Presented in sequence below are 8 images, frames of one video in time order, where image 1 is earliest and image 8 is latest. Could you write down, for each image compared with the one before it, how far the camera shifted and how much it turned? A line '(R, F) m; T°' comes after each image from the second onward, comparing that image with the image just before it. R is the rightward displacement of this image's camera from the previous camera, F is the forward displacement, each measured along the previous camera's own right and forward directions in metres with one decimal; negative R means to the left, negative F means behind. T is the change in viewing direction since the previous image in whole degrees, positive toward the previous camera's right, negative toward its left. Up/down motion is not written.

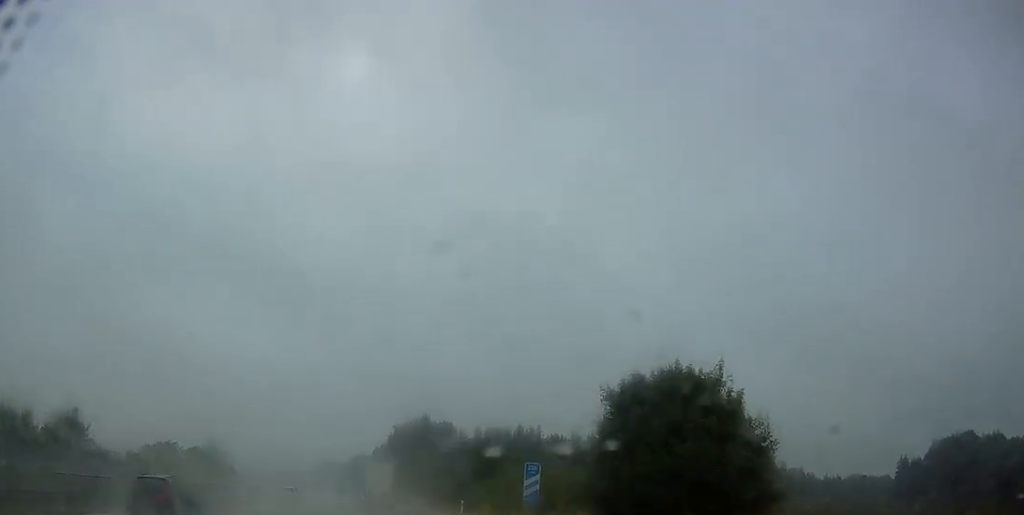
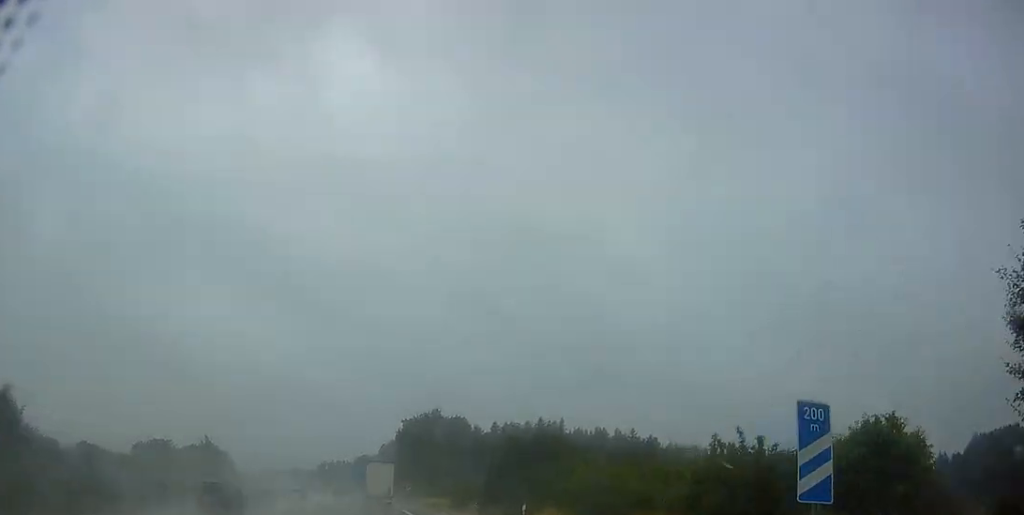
(+0.2, +19.7) m; -1°
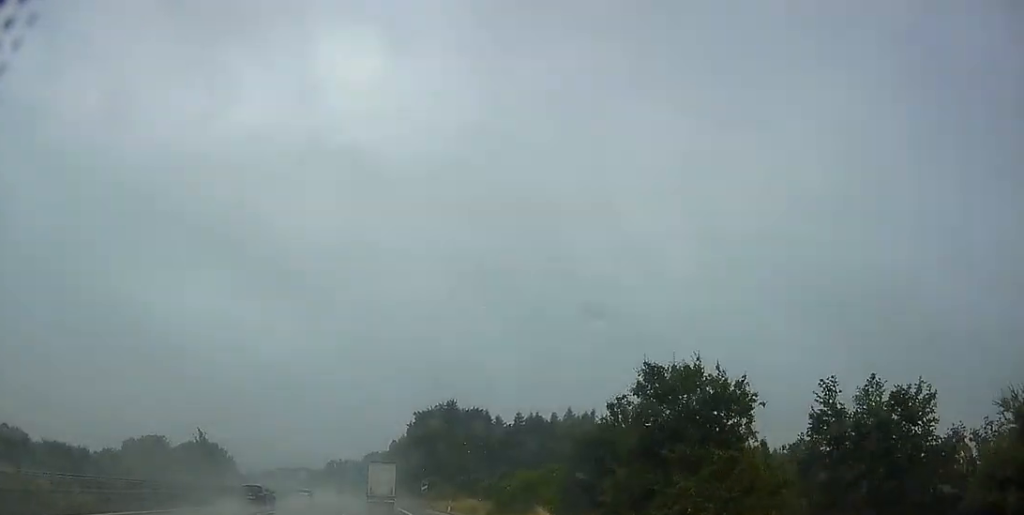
(-0.5, +22.2) m; -1°
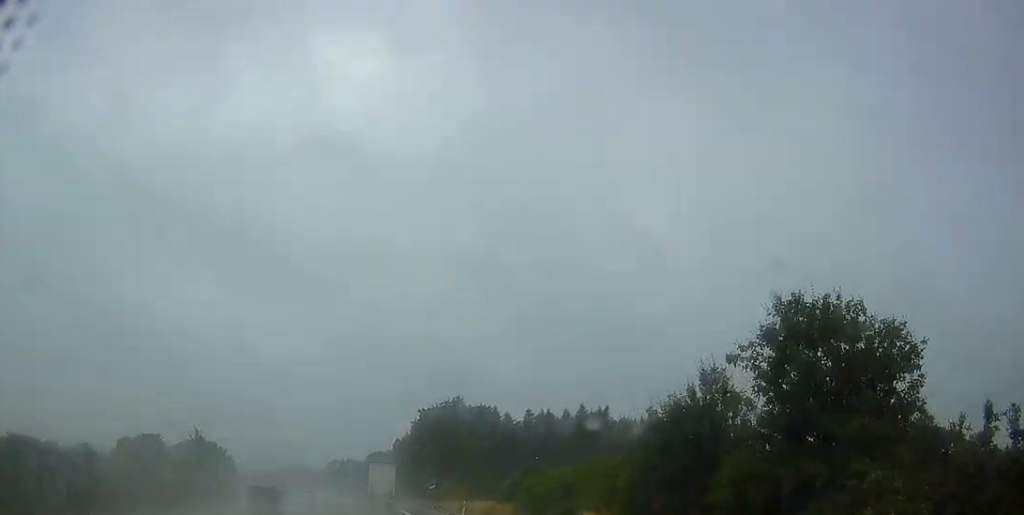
(0.0, +8.9) m; 0°
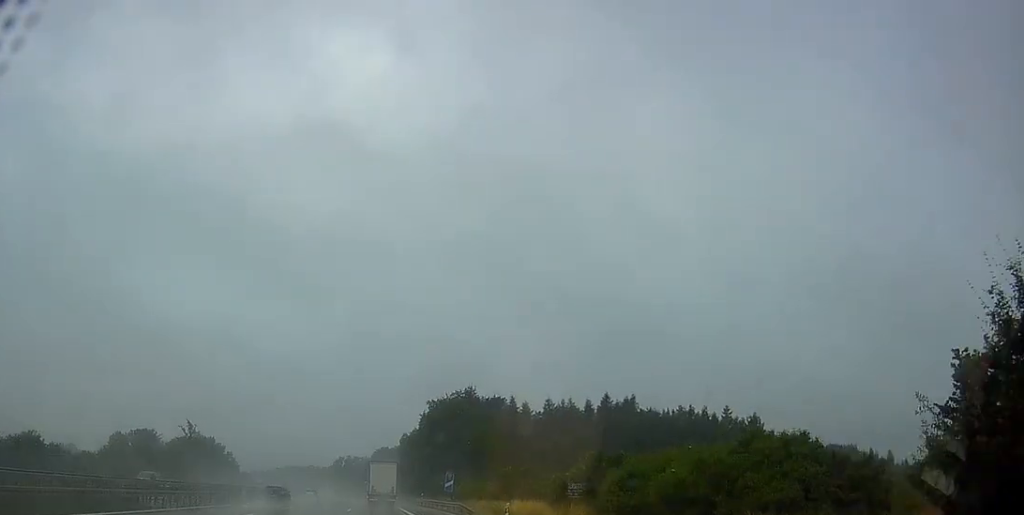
(+0.2, +14.9) m; -1°
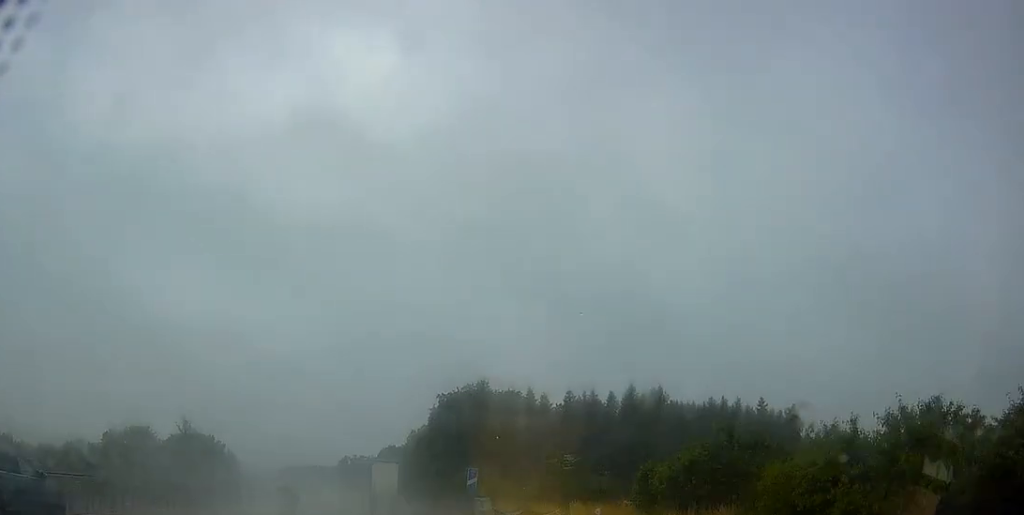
(-0.3, +12.6) m; -1°
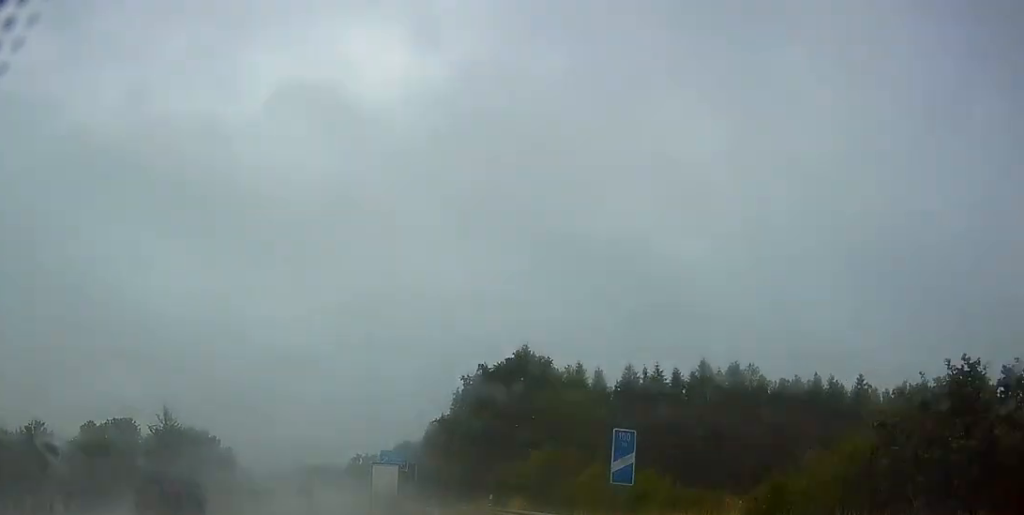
(-0.5, +29.7) m; -1°
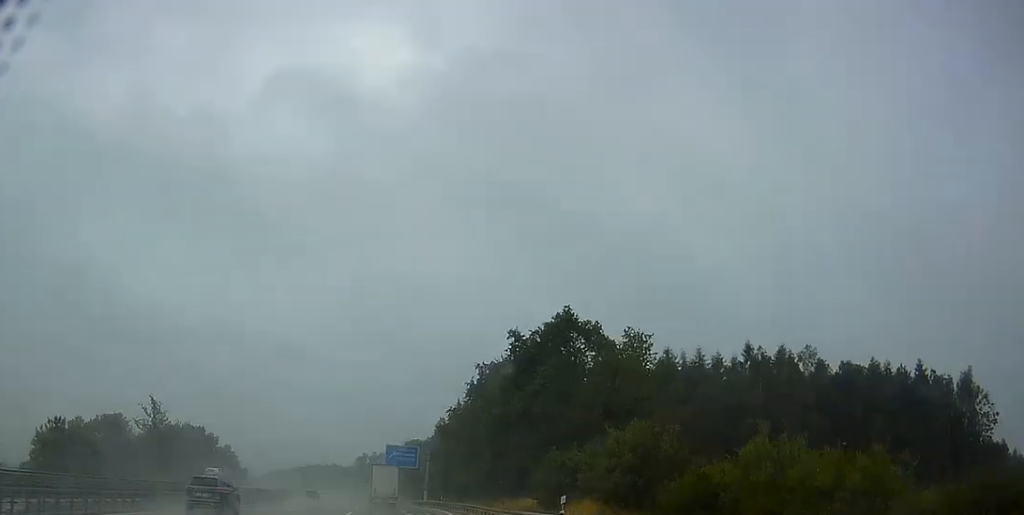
(0.0, +14.0) m; 0°
